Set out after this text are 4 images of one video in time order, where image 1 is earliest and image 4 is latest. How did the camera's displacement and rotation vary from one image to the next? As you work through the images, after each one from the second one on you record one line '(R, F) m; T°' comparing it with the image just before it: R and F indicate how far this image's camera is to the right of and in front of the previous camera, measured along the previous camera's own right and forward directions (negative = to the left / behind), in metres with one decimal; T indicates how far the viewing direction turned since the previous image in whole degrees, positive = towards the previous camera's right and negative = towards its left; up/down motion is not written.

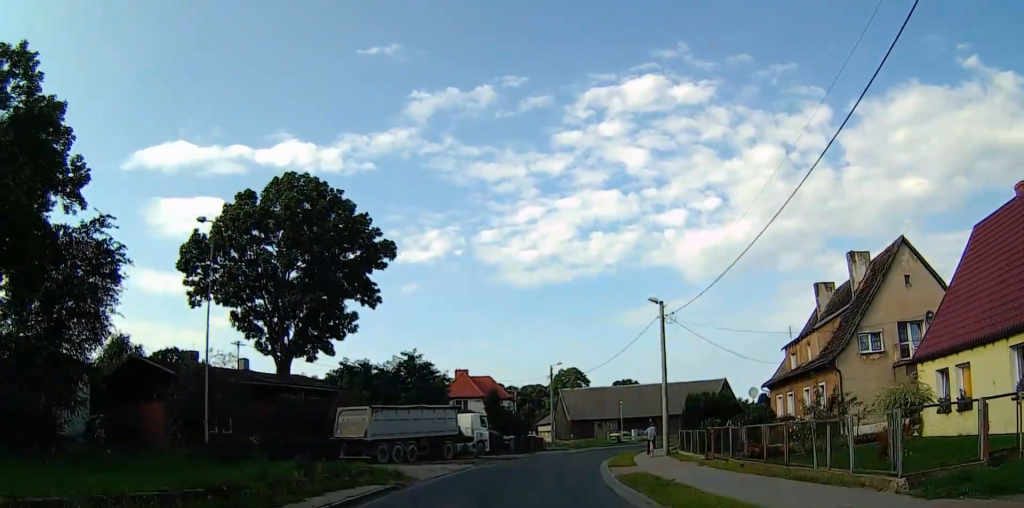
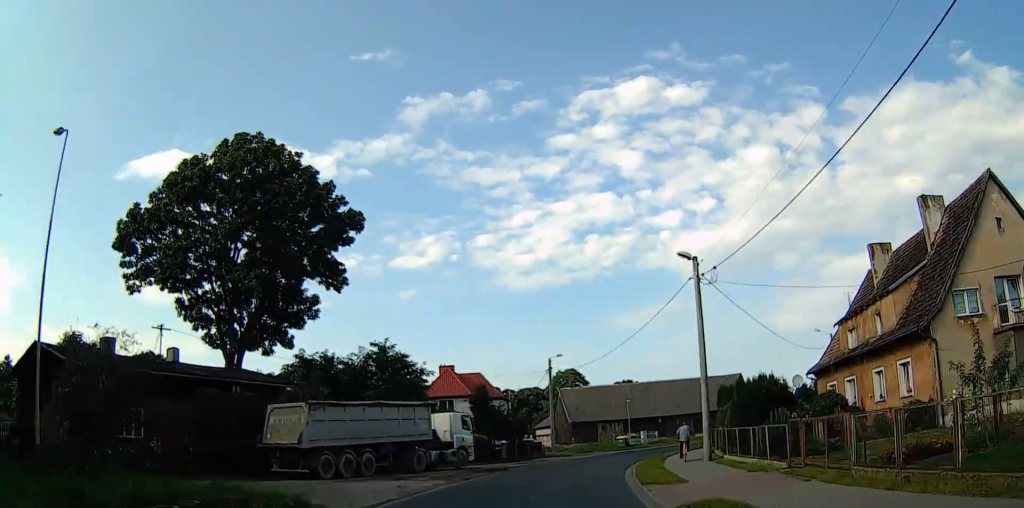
(+0.8, +9.3) m; +5°
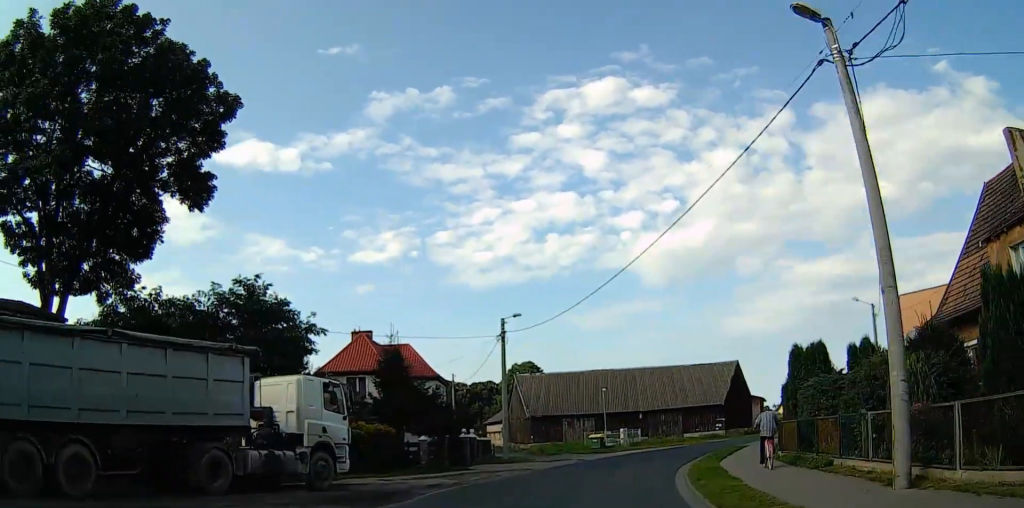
(+0.3, +17.3) m; +3°
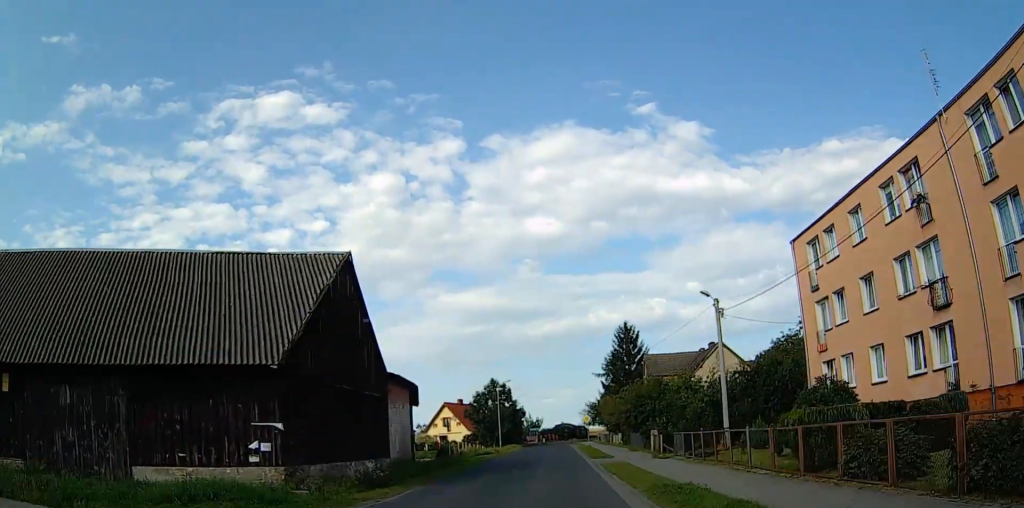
(+13.6, +53.7) m; +26°
